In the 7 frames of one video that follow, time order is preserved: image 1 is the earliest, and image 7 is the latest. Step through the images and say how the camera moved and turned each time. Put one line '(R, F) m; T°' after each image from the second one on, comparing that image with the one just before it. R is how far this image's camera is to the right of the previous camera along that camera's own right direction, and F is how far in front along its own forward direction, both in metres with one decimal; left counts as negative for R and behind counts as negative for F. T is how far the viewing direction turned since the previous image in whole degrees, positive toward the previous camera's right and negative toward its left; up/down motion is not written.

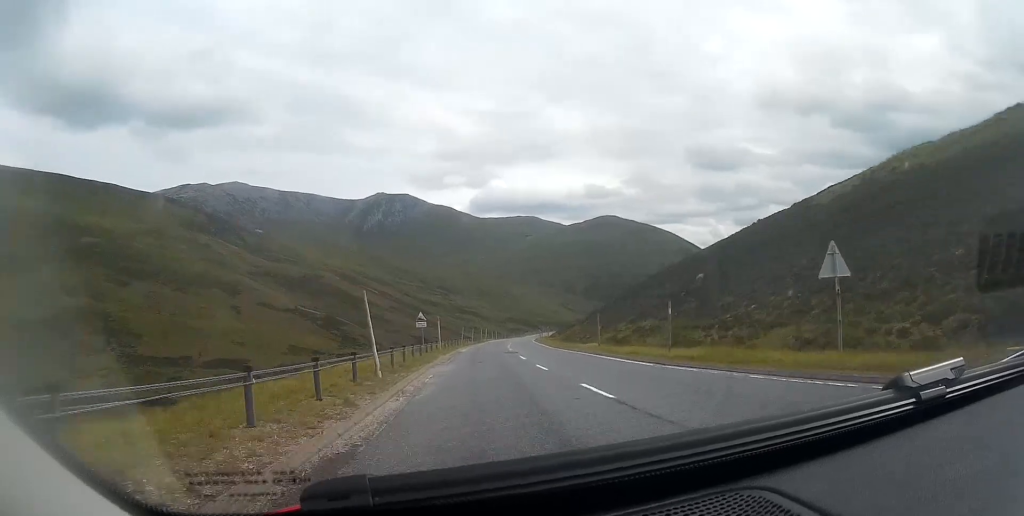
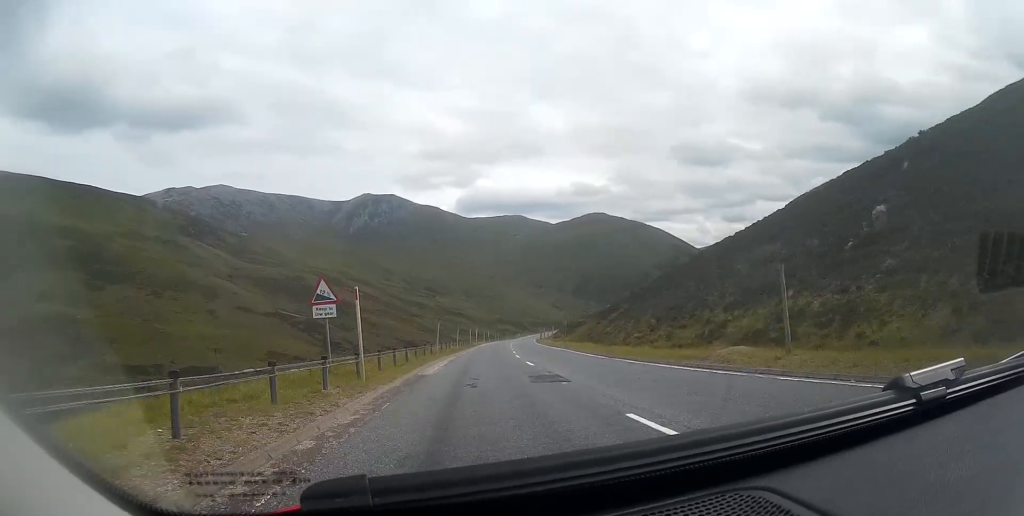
(0.0, +23.2) m; 0°
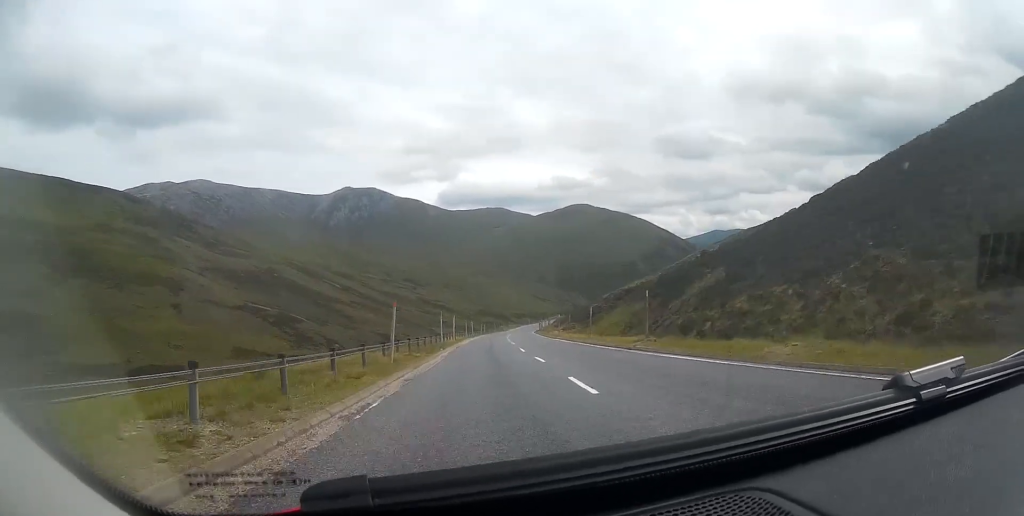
(+0.2, +31.1) m; +1°
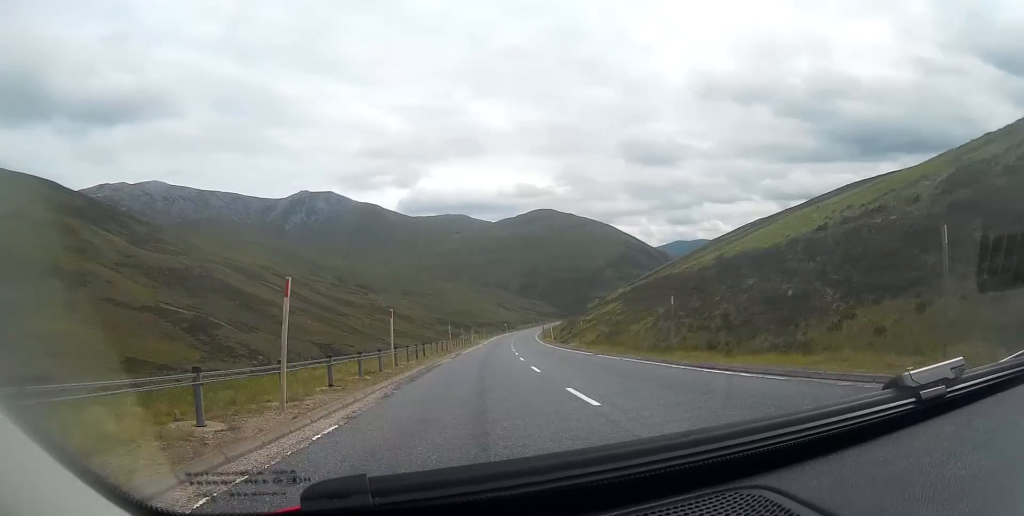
(+3.4, +86.1) m; +4°
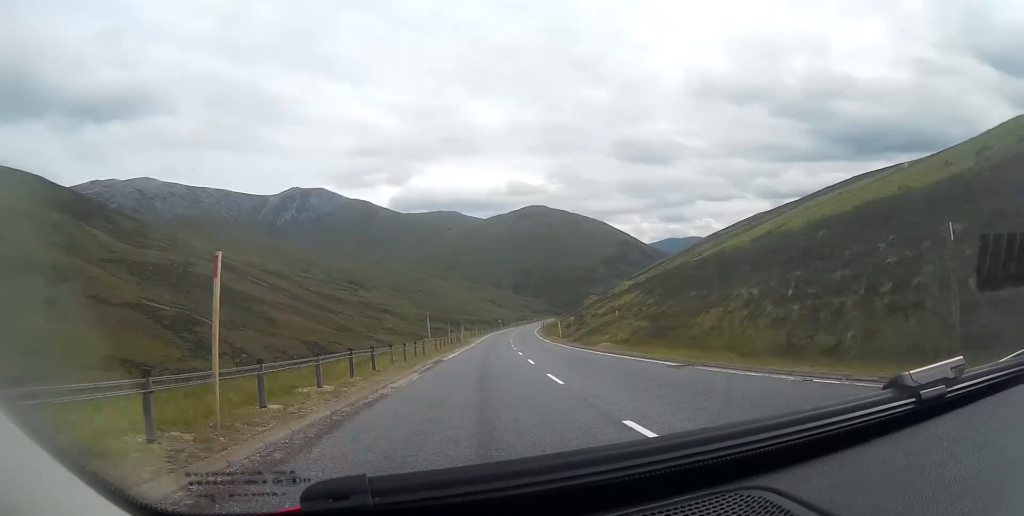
(0.0, +13.8) m; 0°
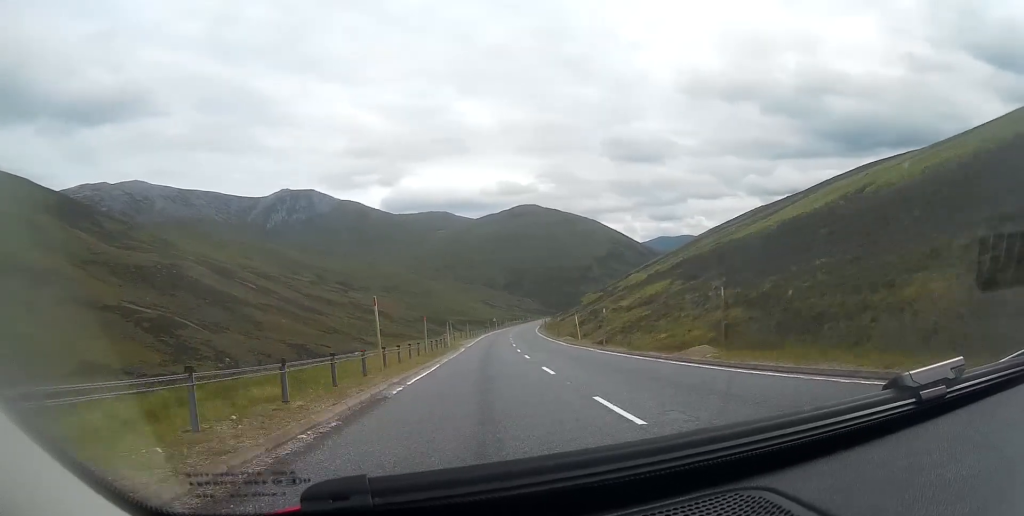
(0.0, +14.7) m; +1°
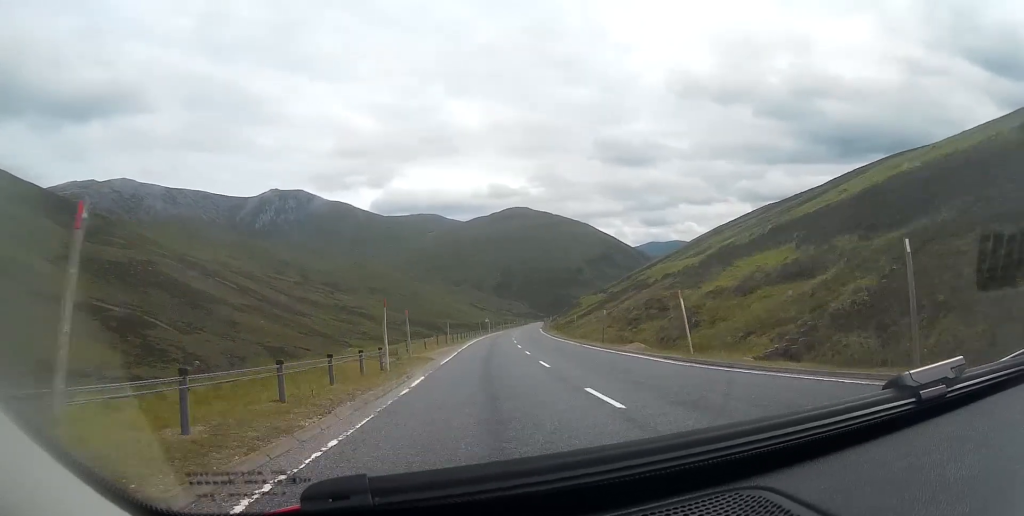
(+0.3, +25.9) m; +1°
